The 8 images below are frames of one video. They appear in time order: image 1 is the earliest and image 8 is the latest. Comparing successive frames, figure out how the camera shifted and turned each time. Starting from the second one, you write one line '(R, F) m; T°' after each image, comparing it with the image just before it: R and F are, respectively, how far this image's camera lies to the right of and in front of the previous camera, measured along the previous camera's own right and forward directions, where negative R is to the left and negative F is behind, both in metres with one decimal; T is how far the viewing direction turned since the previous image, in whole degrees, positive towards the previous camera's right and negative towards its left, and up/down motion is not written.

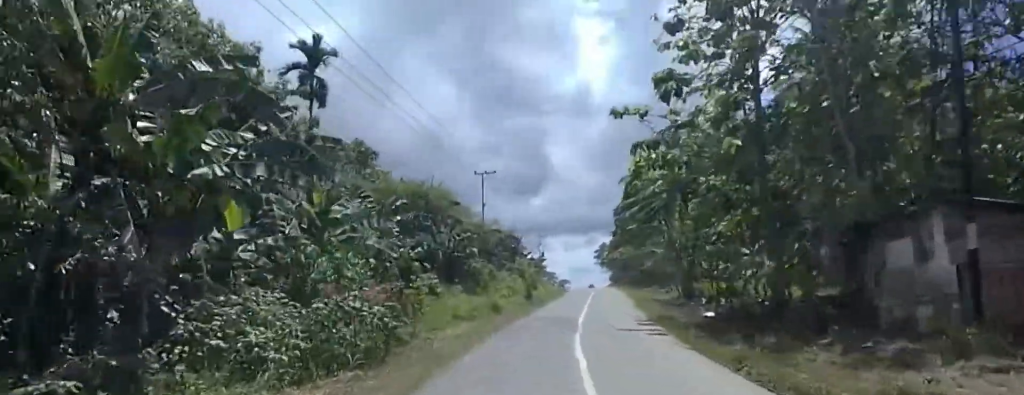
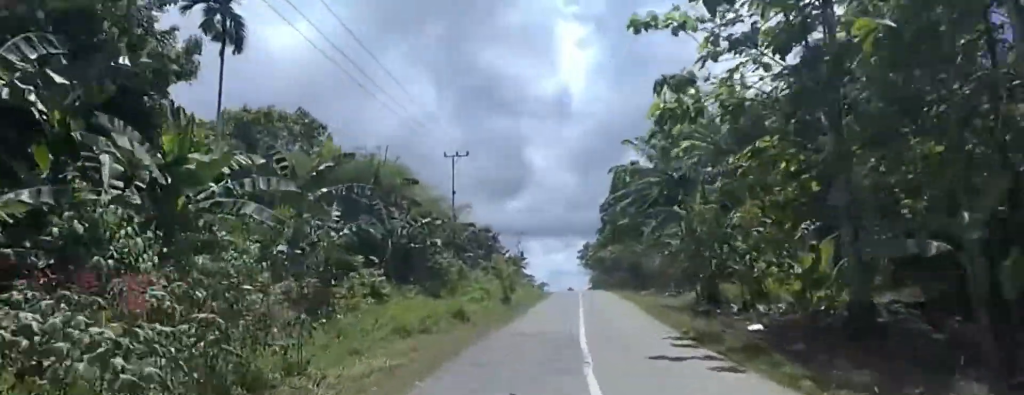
(-0.5, +7.2) m; -1°
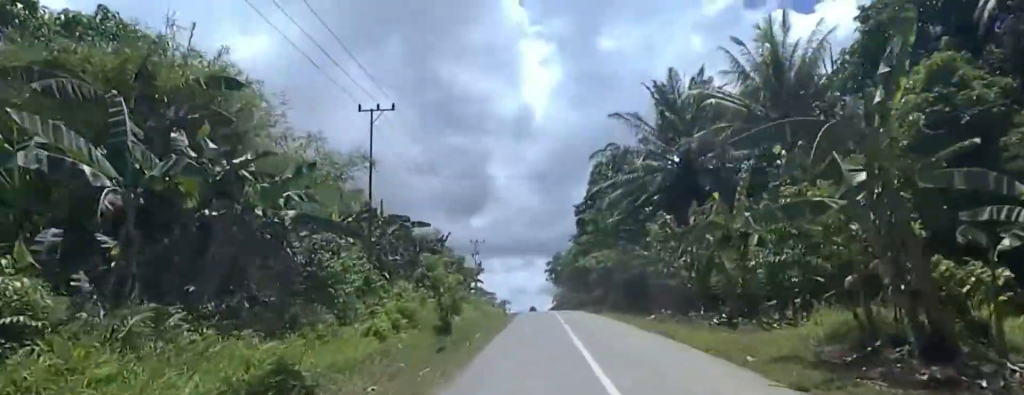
(-0.1, +14.7) m; +3°
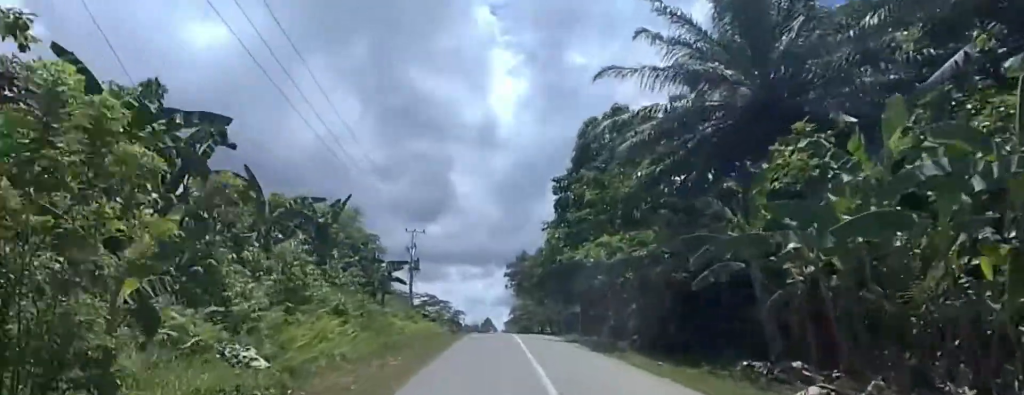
(-0.5, +19.9) m; -5°
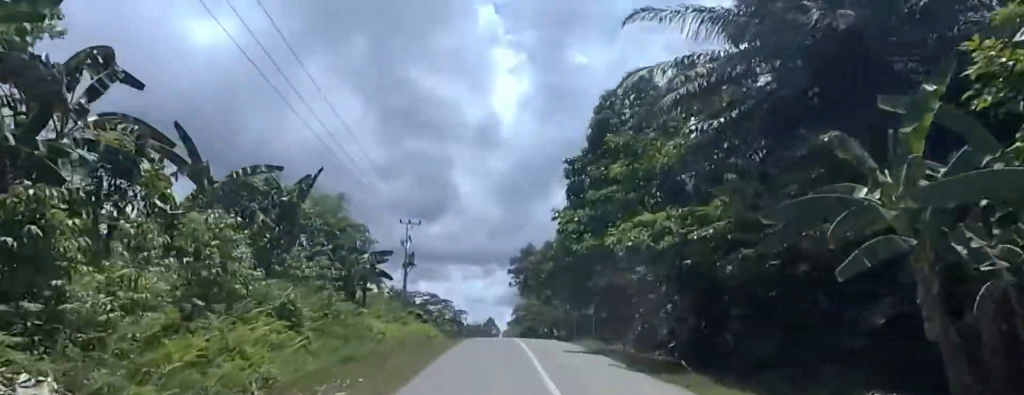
(-0.9, +5.4) m; 0°
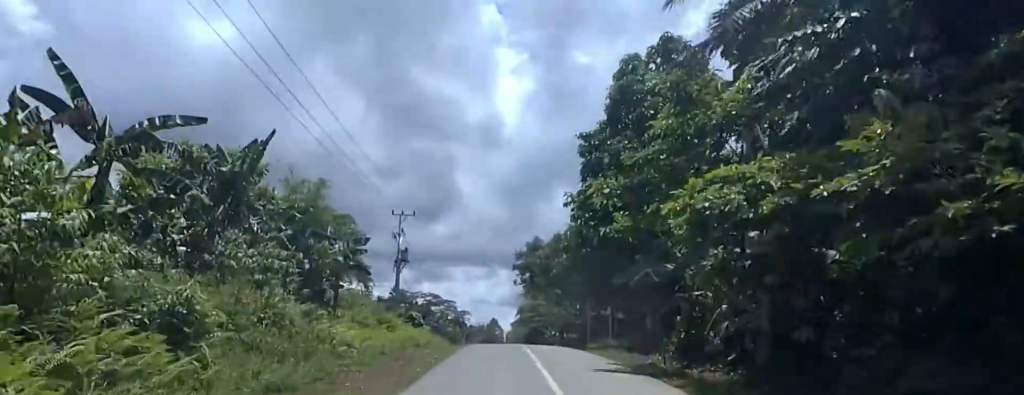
(+0.6, +5.3) m; +3°
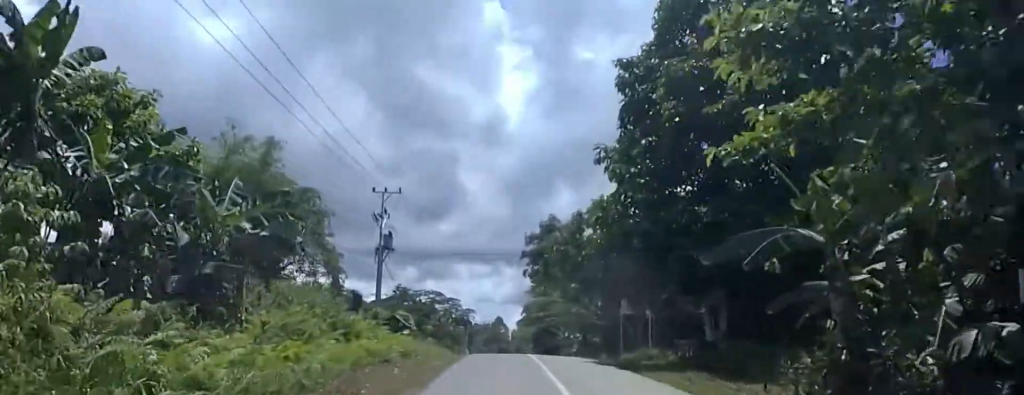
(+0.9, +8.6) m; +4°
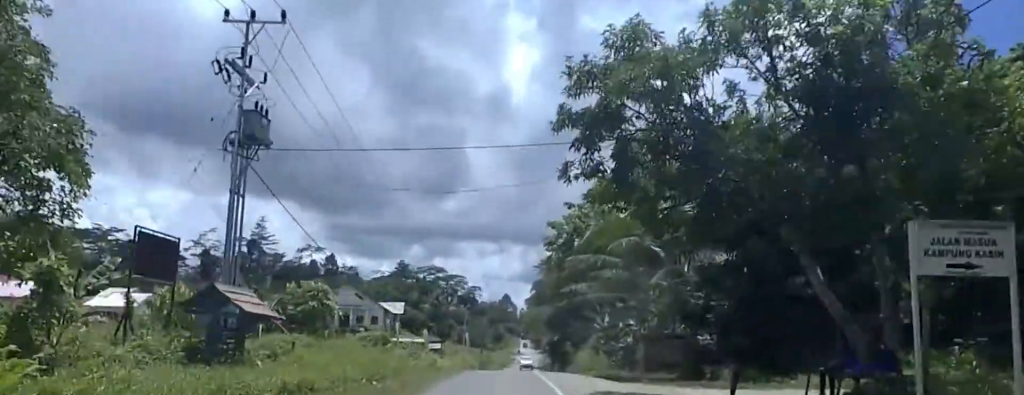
(-0.6, +19.7) m; -2°
